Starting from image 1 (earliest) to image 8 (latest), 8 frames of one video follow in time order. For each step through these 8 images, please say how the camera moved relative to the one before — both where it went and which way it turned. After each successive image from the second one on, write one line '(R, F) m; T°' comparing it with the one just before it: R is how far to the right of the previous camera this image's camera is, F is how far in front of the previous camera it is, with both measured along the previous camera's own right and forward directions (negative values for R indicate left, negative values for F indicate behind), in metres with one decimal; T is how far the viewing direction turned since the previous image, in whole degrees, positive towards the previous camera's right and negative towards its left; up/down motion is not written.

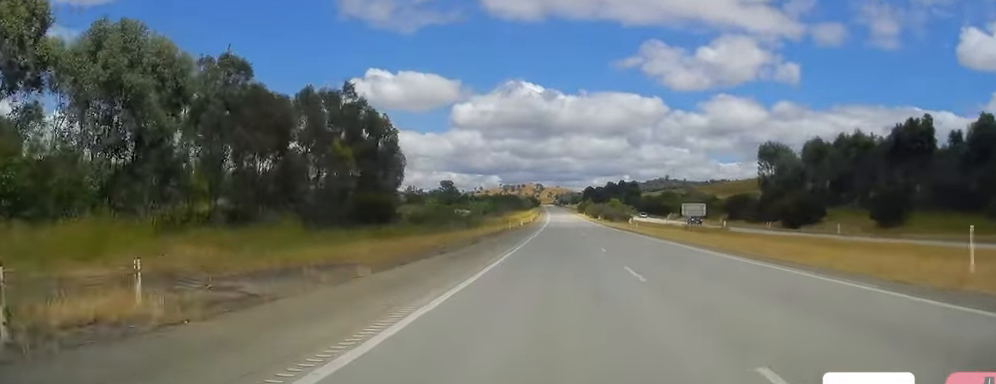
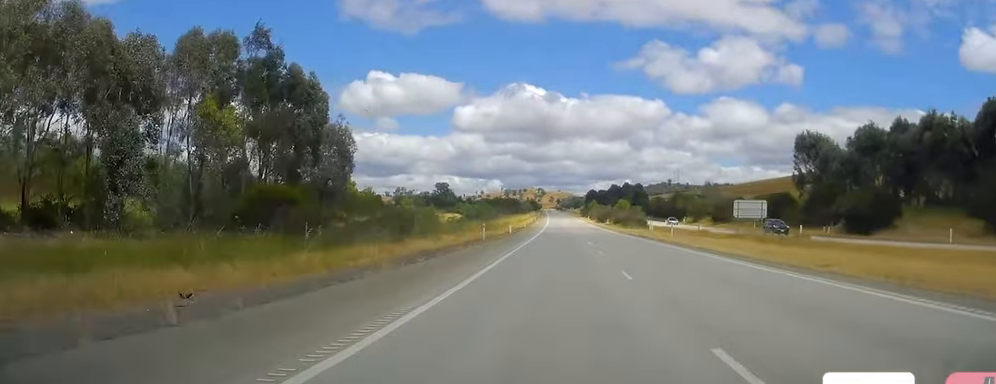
(0.0, +23.1) m; +1°
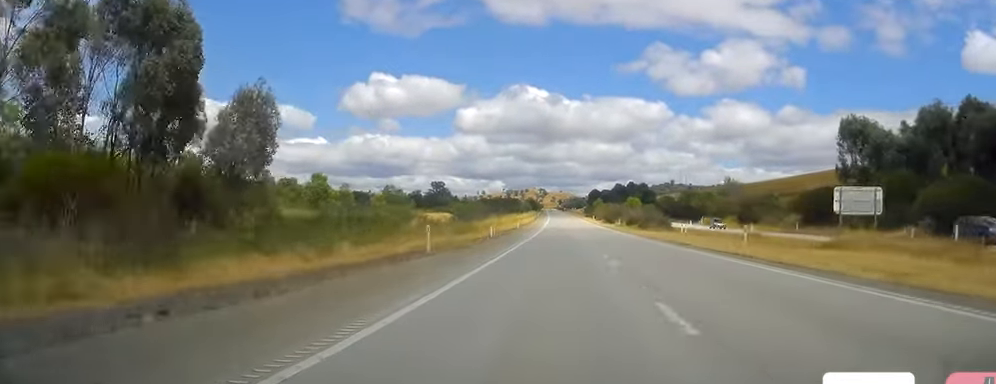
(+0.1, +20.2) m; 0°
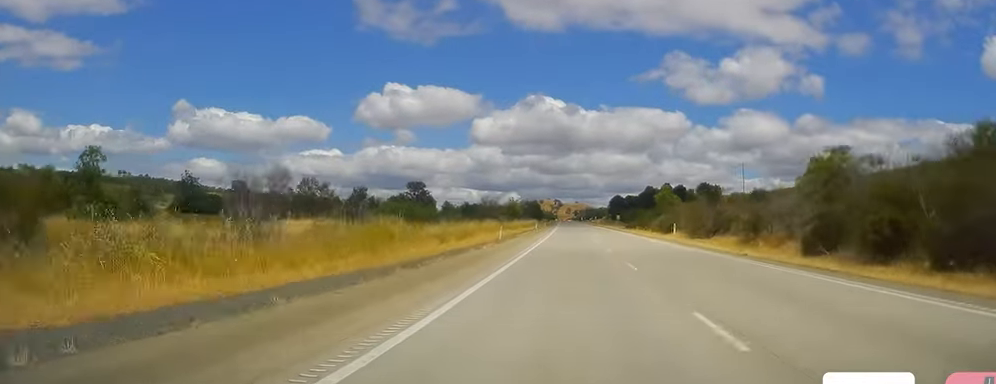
(-1.6, +97.7) m; -2°
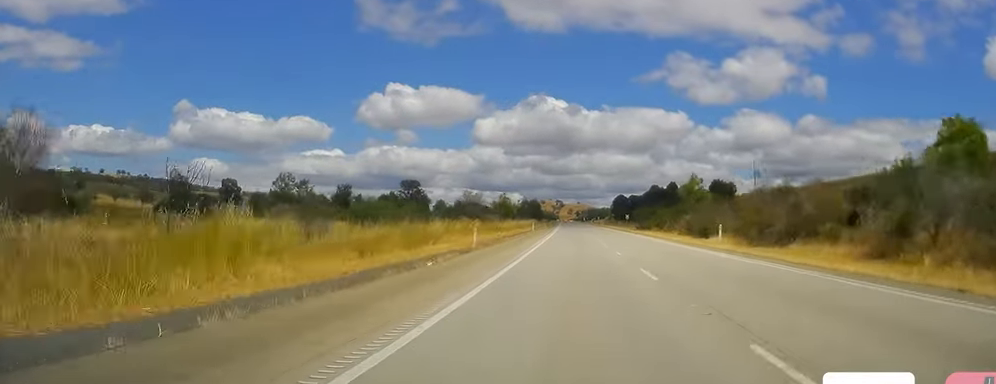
(-0.1, +15.2) m; -1°
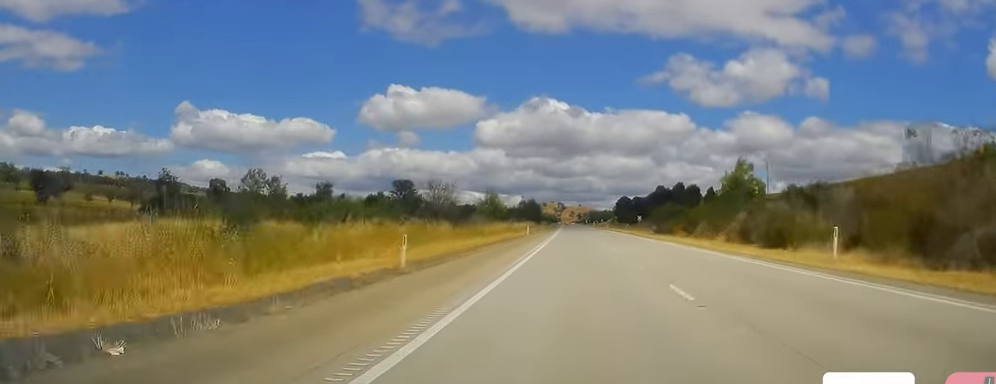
(-0.2, +16.1) m; -1°
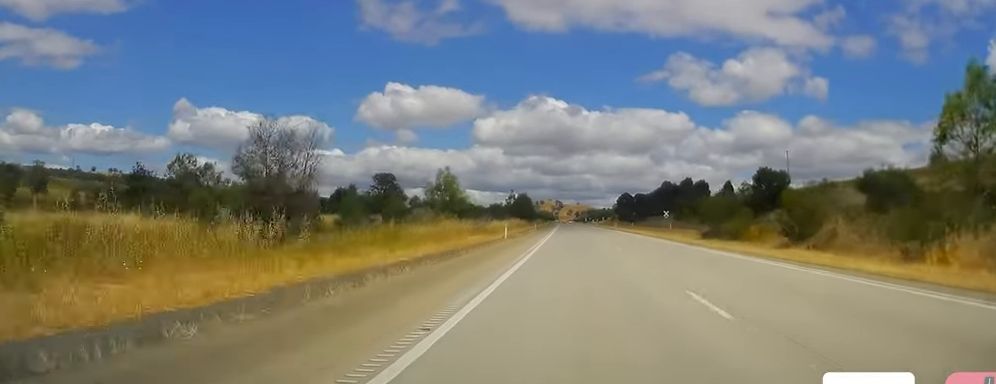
(-0.1, +26.5) m; 0°
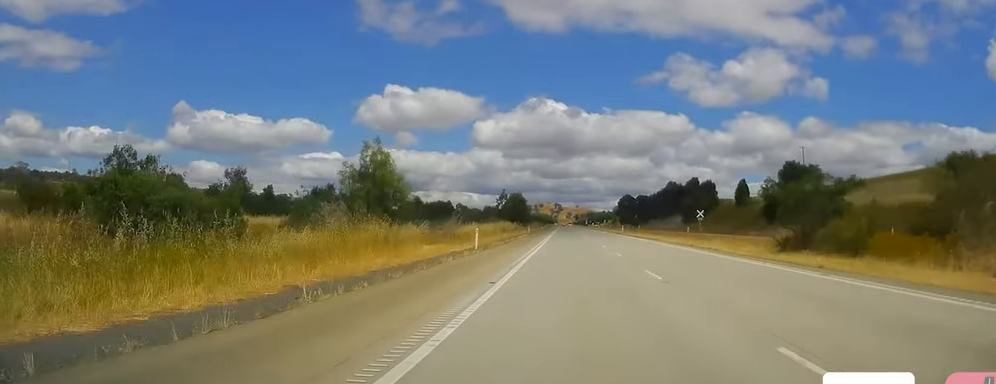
(0.0, +17.1) m; 0°
